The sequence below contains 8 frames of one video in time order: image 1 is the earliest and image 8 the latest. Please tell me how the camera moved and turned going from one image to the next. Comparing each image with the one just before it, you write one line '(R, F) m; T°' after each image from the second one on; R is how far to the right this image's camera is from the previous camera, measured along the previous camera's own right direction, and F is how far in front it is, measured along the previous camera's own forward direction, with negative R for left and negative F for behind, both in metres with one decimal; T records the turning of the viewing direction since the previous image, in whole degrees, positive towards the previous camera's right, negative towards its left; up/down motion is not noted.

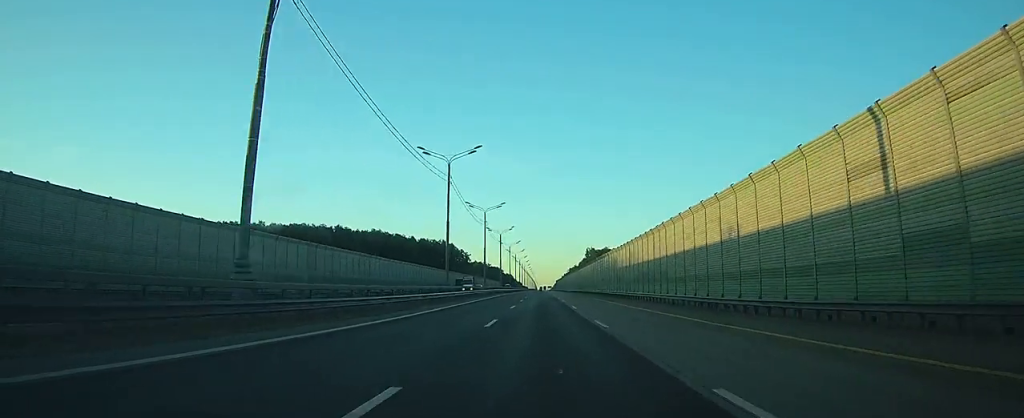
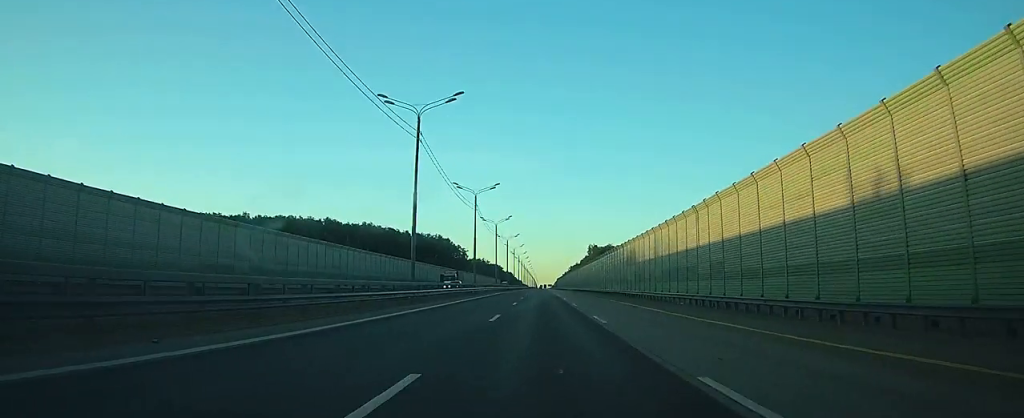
(0.0, +15.0) m; 0°
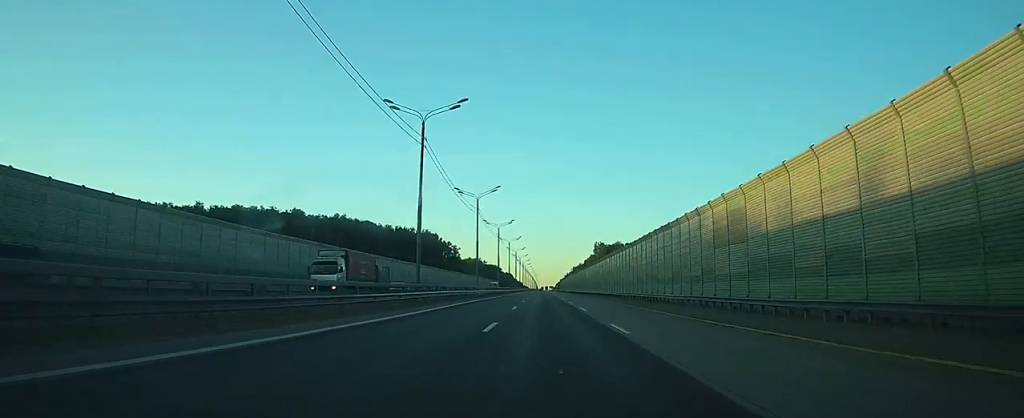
(-0.2, +35.8) m; 0°
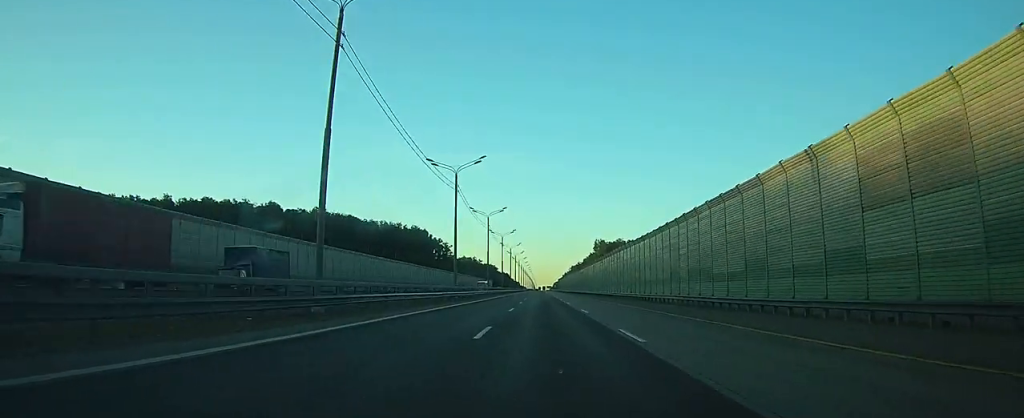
(+0.1, +17.9) m; 0°
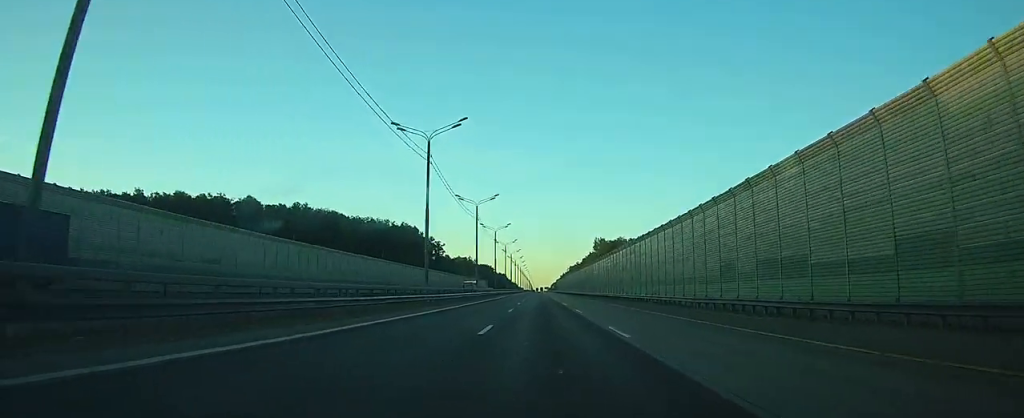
(0.0, +13.9) m; 0°
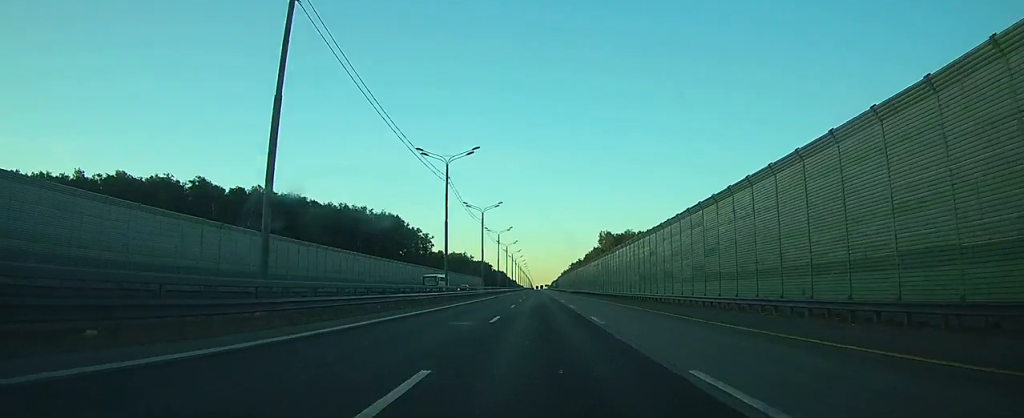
(+0.1, +27.0) m; 0°
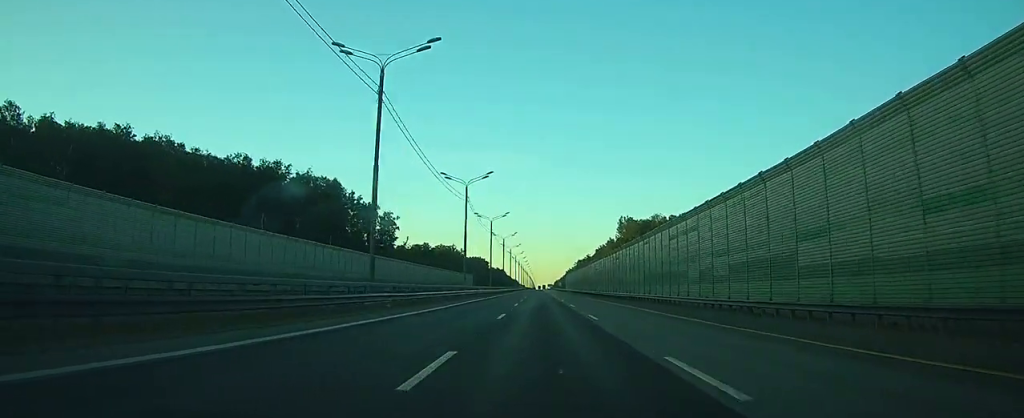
(+0.3, +61.2) m; 0°
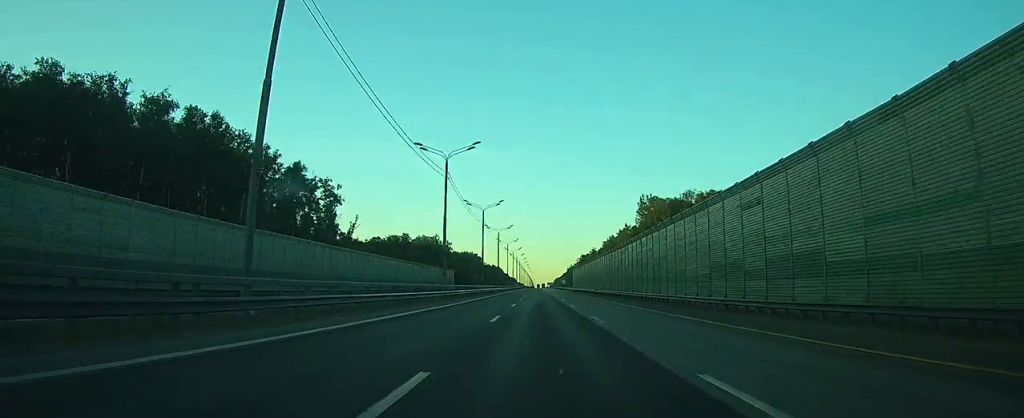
(-0.2, +50.5) m; 0°
